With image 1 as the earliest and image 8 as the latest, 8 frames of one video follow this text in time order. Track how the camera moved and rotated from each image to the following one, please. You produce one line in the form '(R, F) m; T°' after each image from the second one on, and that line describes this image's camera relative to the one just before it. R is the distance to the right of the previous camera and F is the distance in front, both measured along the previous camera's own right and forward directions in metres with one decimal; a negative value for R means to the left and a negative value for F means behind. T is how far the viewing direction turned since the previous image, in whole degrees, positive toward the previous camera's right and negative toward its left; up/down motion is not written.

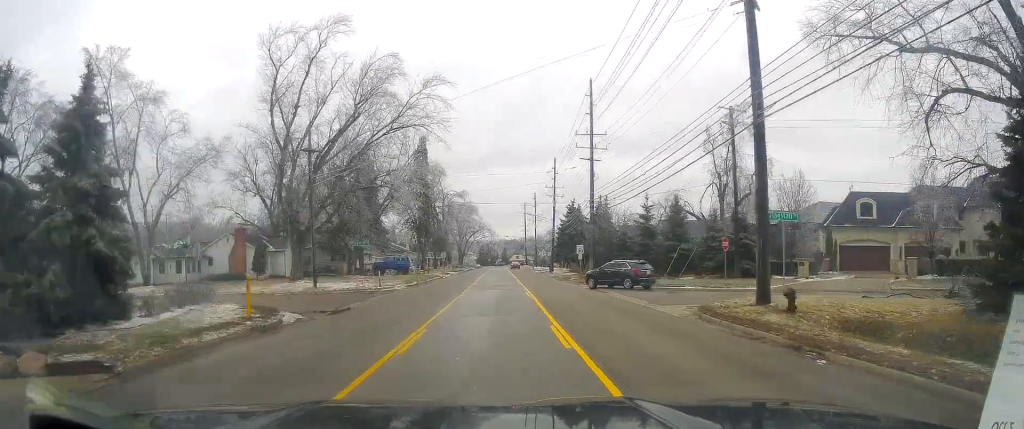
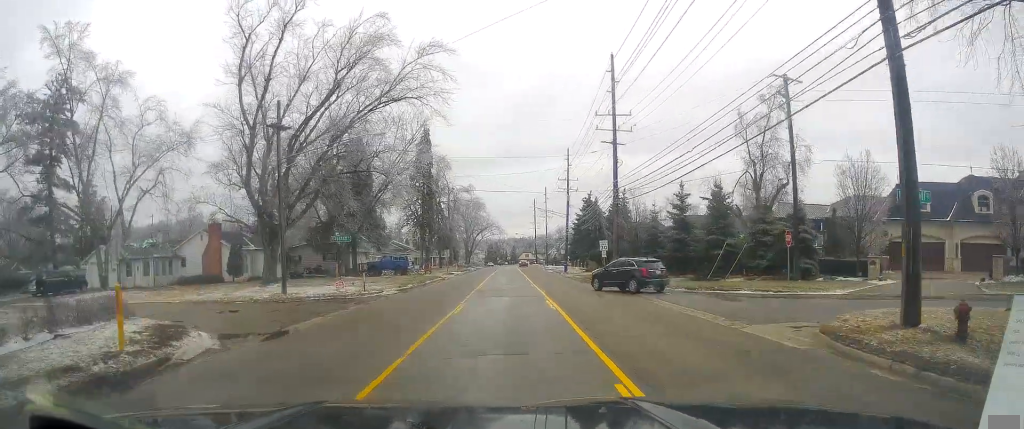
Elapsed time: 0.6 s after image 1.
(+0.1, +9.5) m; +1°
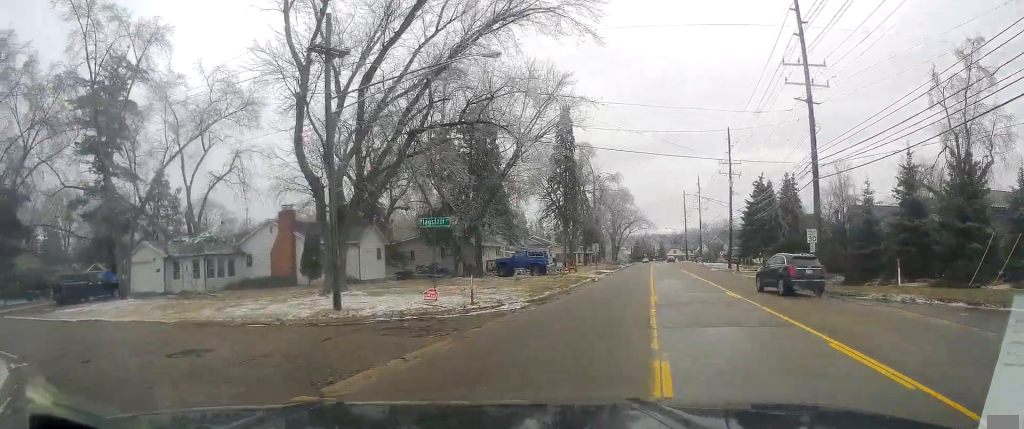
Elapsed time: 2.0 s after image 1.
(+0.4, +19.7) m; -3°
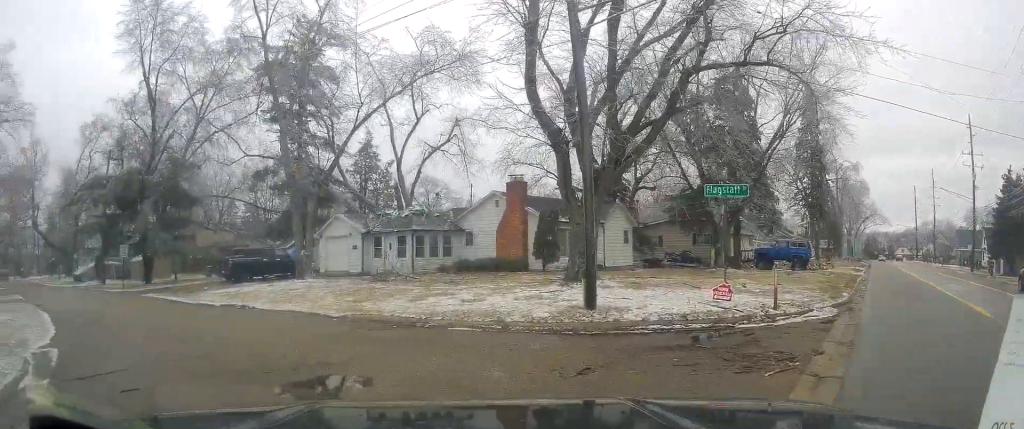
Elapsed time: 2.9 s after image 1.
(-0.5, +9.2) m; -9°
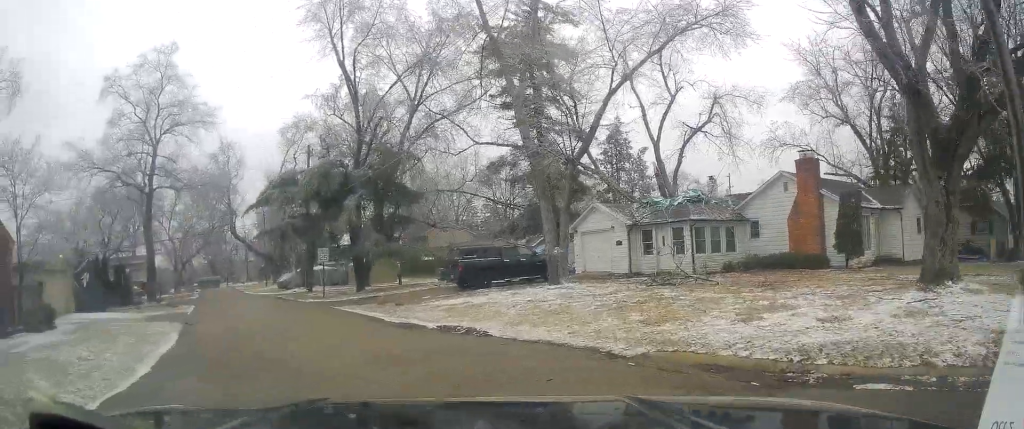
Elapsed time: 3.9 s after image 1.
(-0.8, +7.3) m; -20°
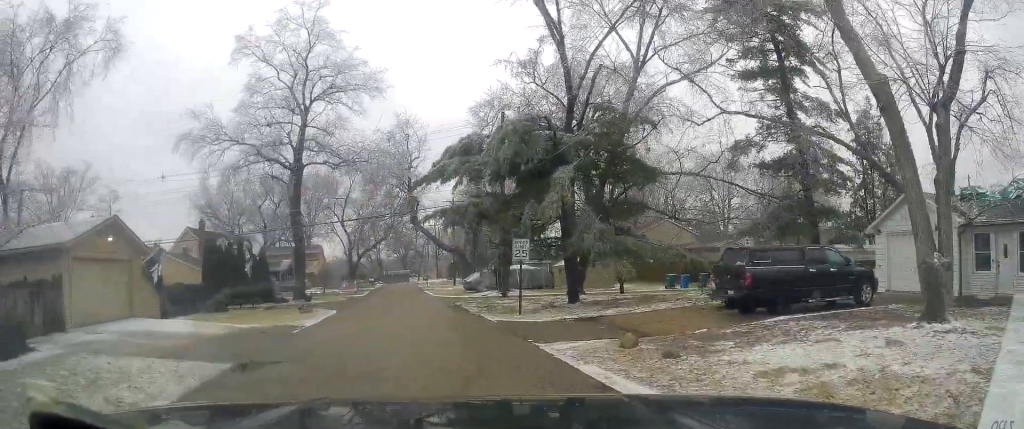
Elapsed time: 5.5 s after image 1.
(-3.7, +8.8) m; -48°
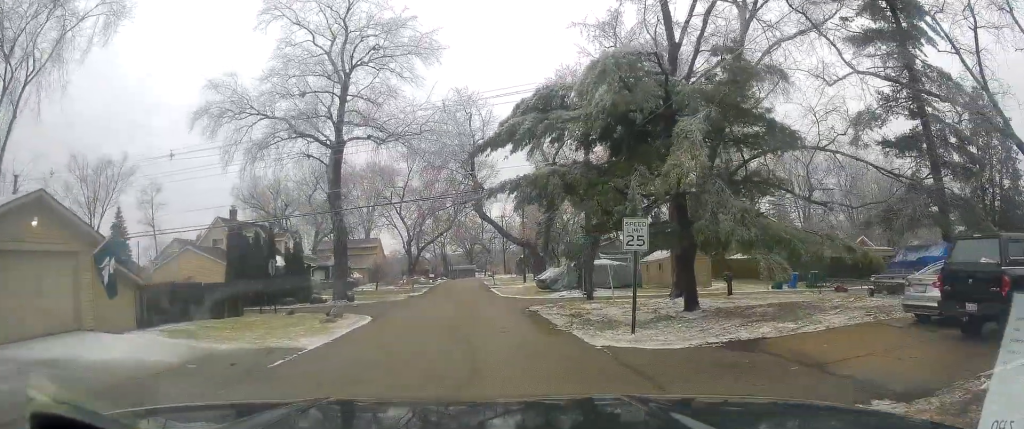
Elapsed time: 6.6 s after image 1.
(-1.5, +6.3) m; -18°
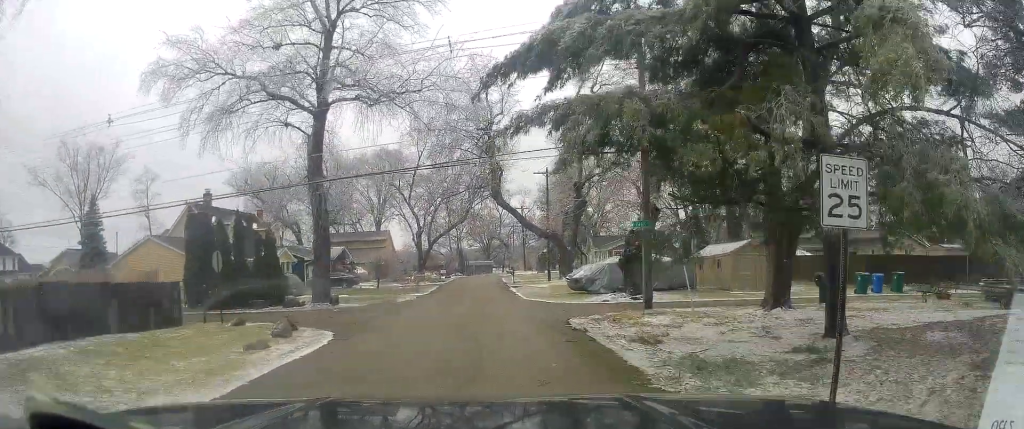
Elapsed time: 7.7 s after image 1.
(-0.5, +7.2) m; -6°
